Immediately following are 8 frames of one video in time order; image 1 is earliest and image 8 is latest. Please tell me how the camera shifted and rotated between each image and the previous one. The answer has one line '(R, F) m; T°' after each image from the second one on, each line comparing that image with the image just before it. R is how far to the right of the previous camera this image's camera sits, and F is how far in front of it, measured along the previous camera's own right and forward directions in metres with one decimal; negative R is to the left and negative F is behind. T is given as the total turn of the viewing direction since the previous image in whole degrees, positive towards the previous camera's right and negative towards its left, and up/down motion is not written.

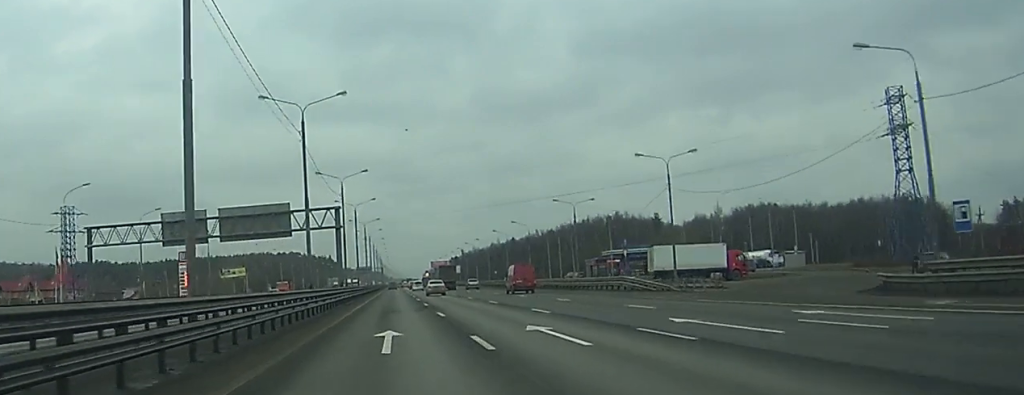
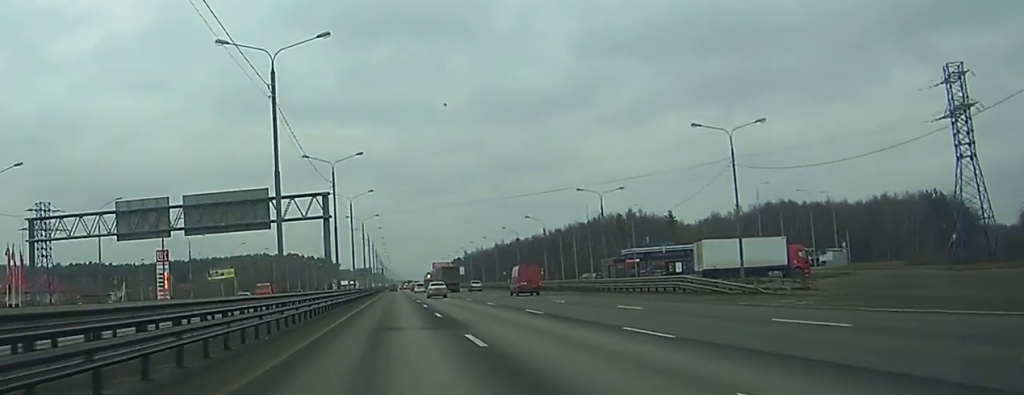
(0.0, +14.7) m; 0°
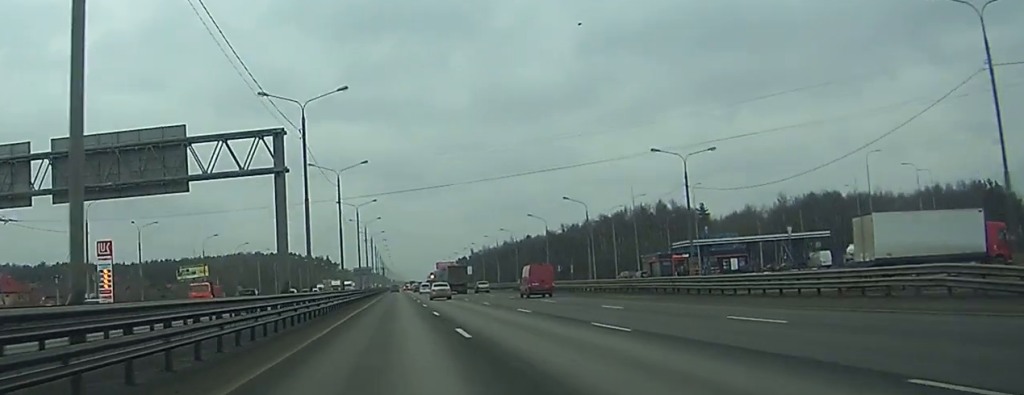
(0.0, +28.4) m; 0°
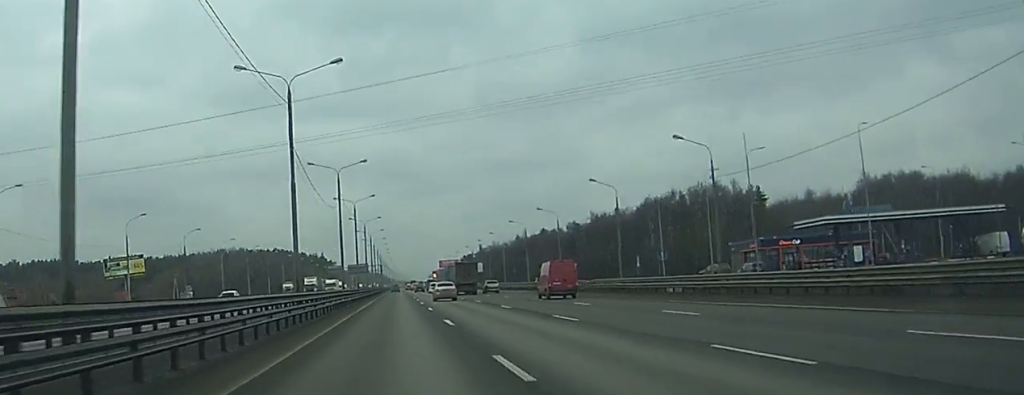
(-0.1, +41.1) m; 0°
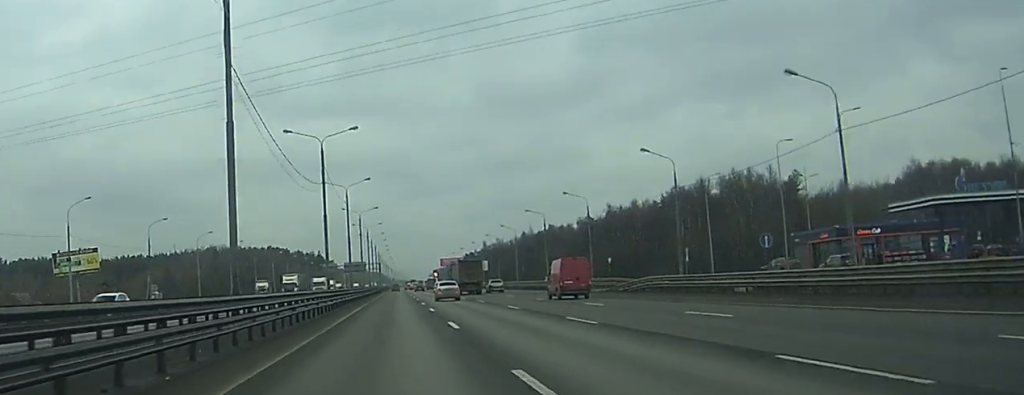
(-0.1, +18.6) m; 0°
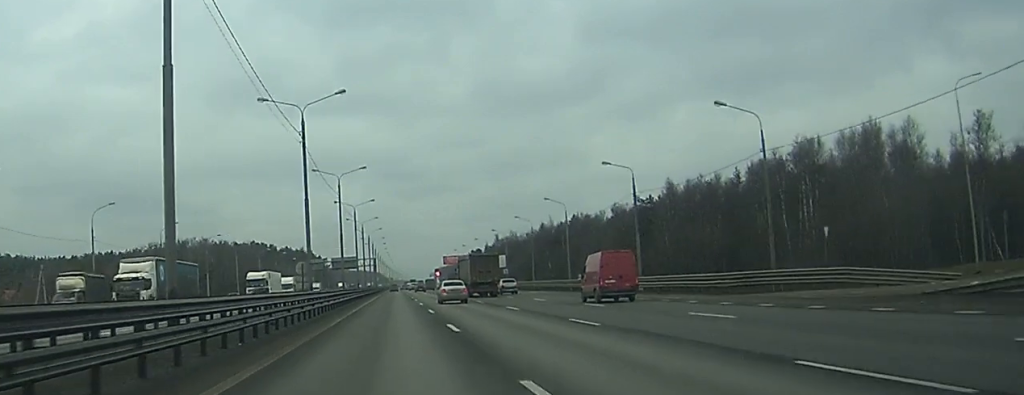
(0.0, +48.2) m; 0°
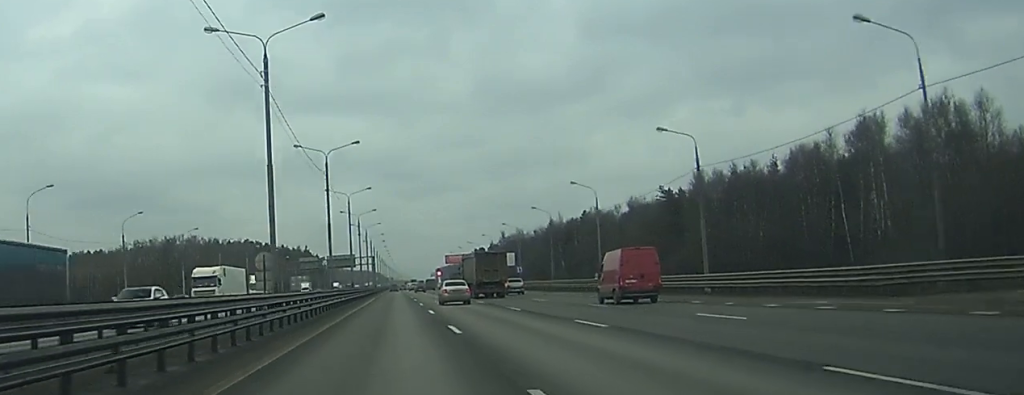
(0.0, +16.8) m; 0°
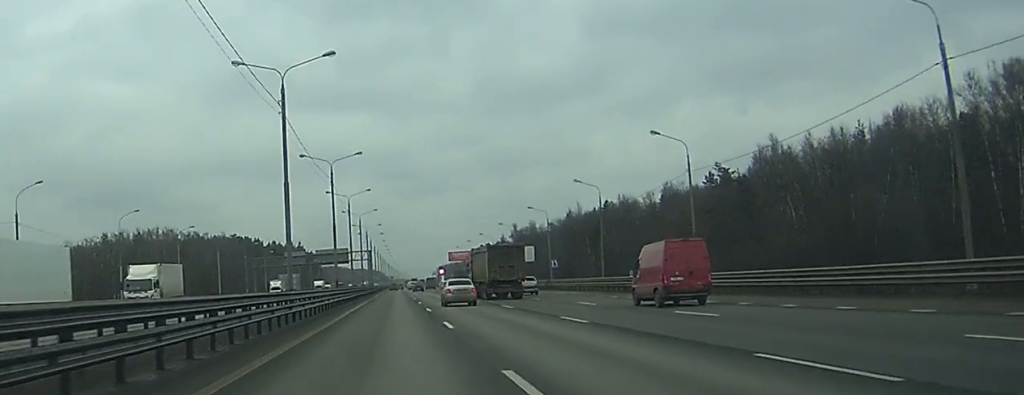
(+0.1, +29.7) m; 0°
